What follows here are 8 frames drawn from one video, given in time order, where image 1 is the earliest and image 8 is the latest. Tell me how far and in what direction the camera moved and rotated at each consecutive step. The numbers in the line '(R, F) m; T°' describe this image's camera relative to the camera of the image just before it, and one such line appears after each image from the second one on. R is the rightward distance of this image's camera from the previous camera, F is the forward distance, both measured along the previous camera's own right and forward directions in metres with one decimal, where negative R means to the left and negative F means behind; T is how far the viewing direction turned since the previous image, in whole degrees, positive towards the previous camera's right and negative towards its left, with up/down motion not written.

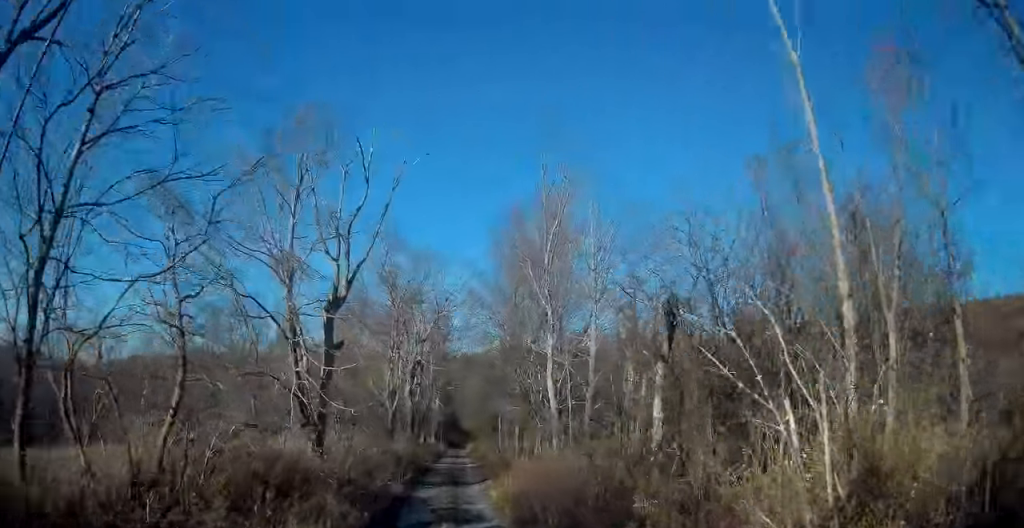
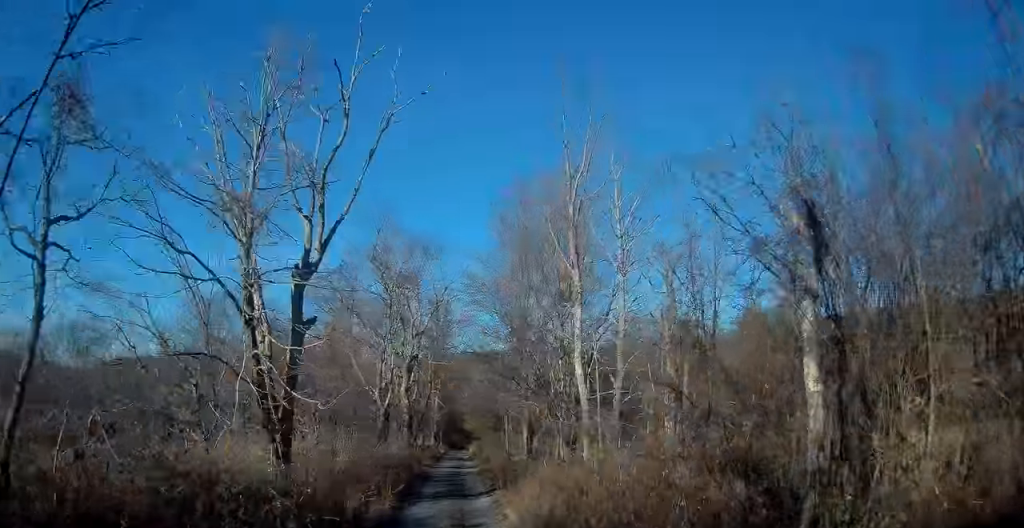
(0.0, +3.9) m; +1°
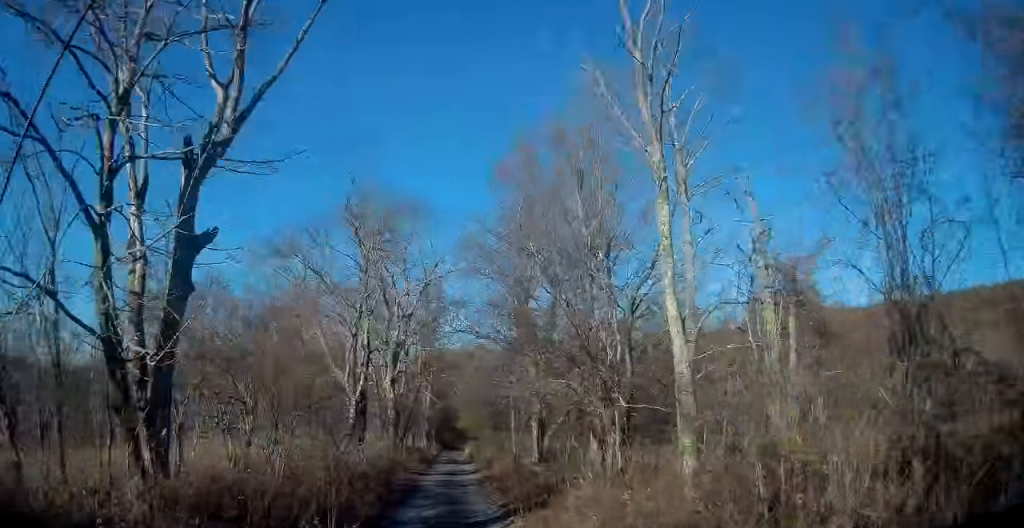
(0.0, +6.4) m; +2°
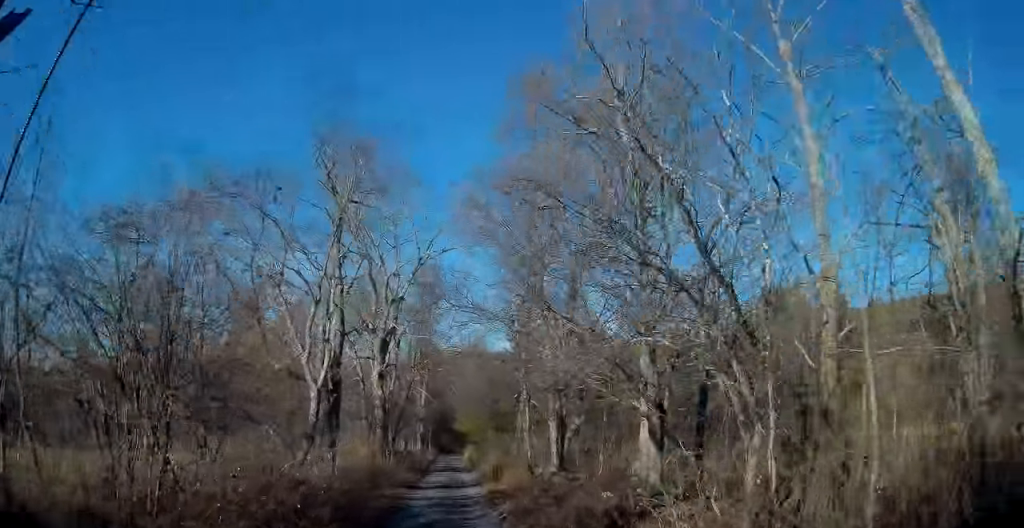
(+0.3, +5.4) m; 0°
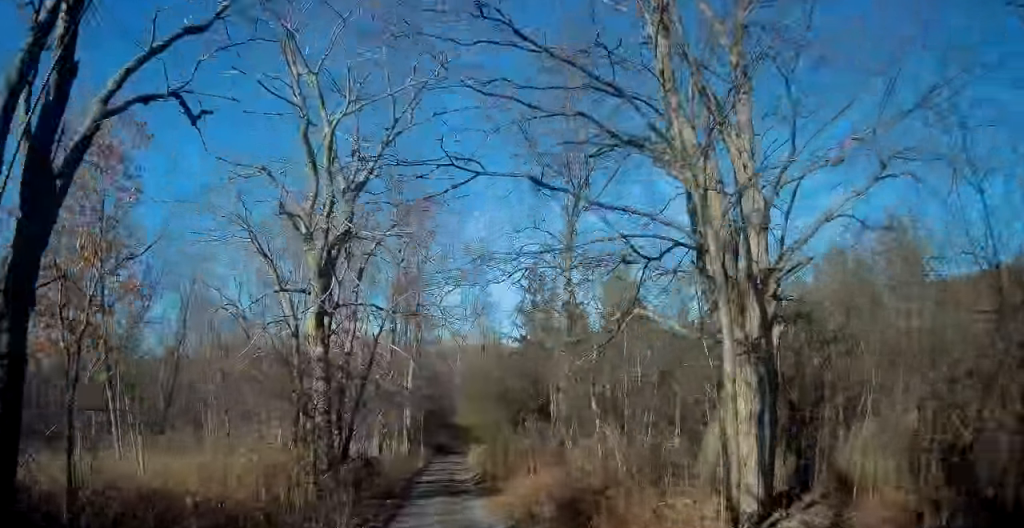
(-0.6, +14.5) m; 0°
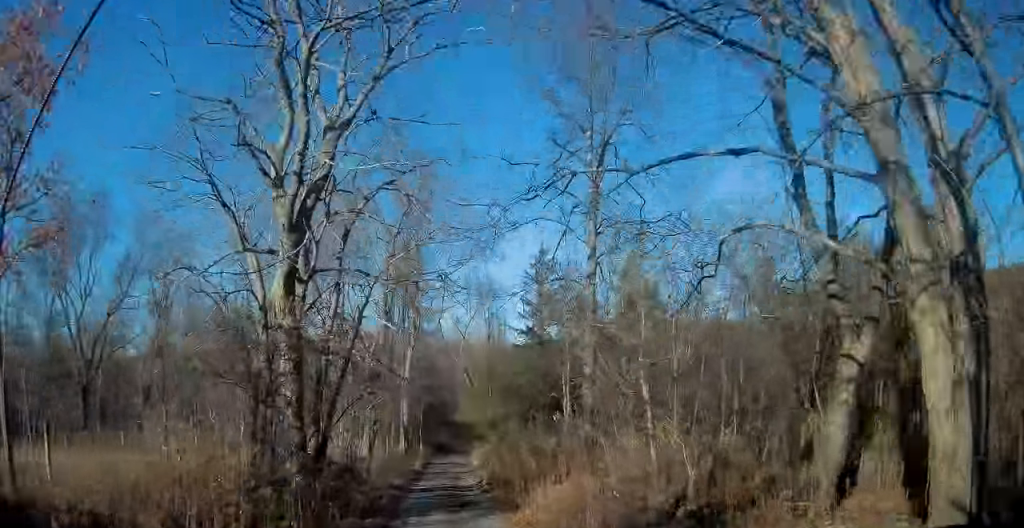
(+0.1, +3.6) m; 0°
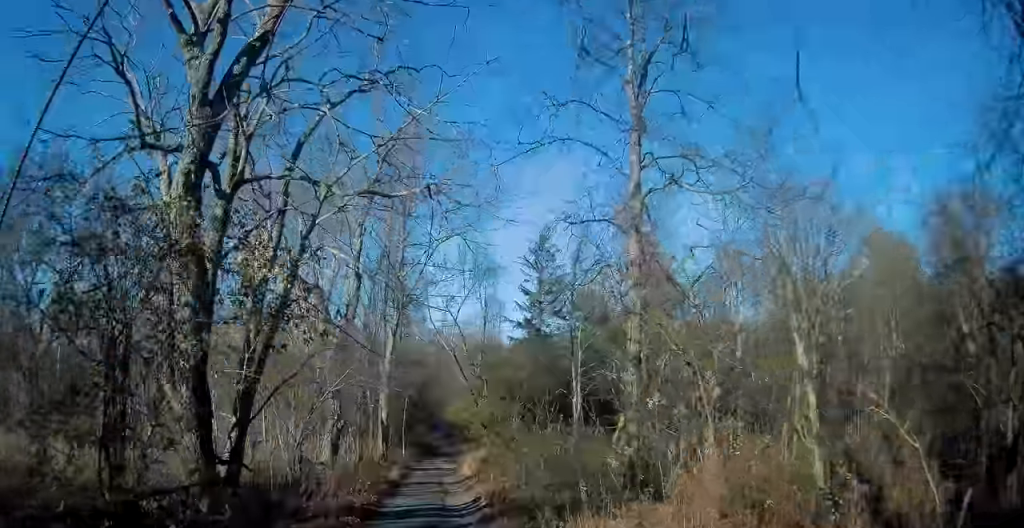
(+0.1, +5.3) m; -1°
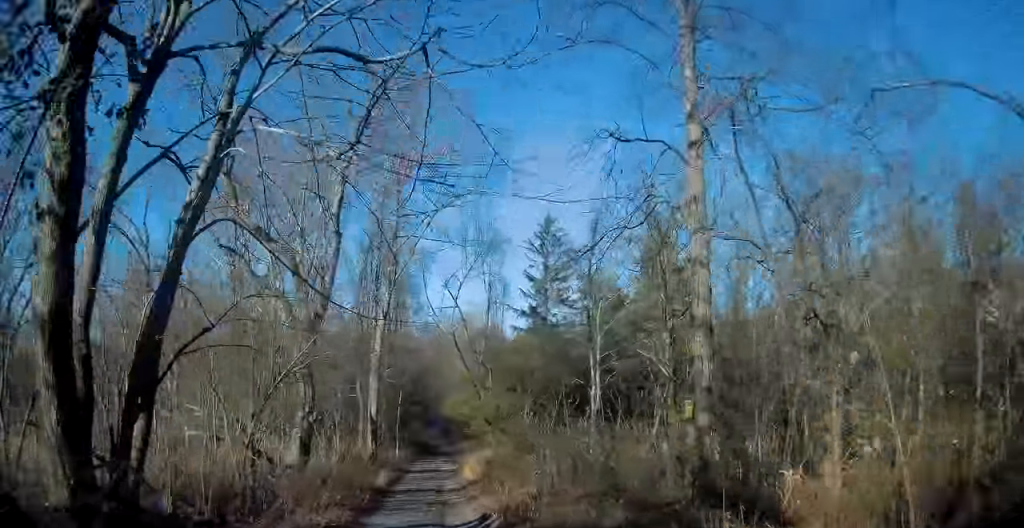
(-0.1, +3.6) m; -2°
